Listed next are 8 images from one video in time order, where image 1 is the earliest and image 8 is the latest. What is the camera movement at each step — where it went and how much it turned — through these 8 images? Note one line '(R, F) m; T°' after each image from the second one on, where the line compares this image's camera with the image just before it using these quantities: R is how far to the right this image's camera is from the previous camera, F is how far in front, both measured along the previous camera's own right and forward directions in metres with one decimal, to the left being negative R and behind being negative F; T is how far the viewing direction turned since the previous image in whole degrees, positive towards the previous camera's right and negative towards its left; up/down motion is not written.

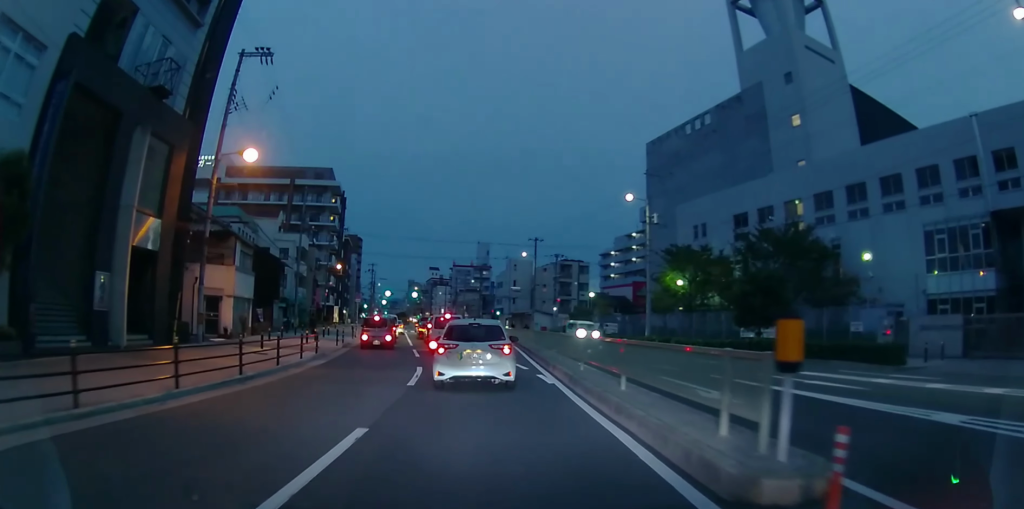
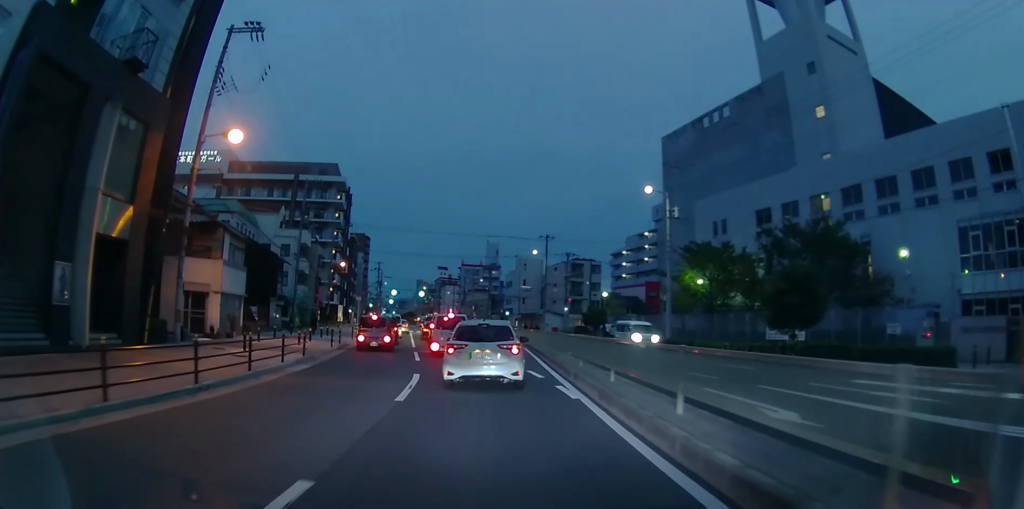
(0.0, +2.6) m; -1°
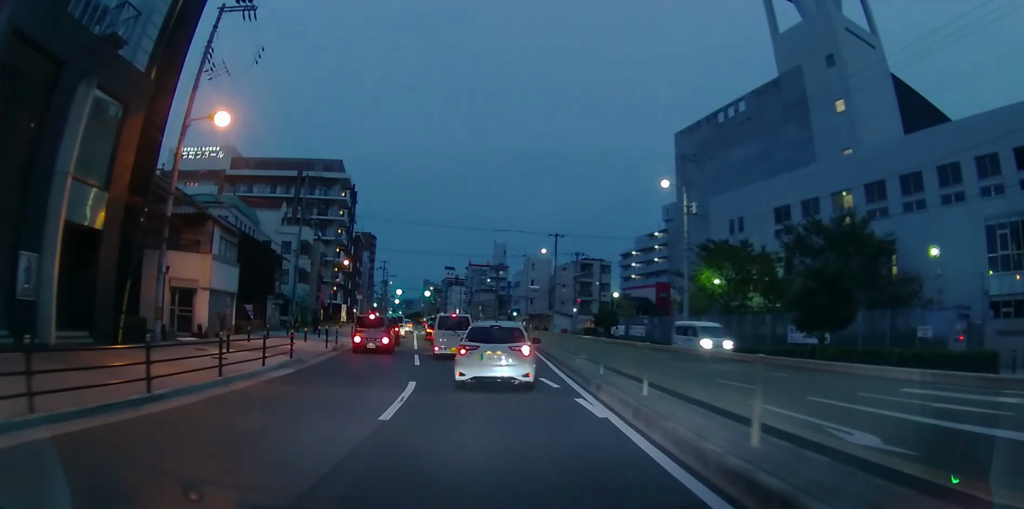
(0.0, +2.1) m; 0°
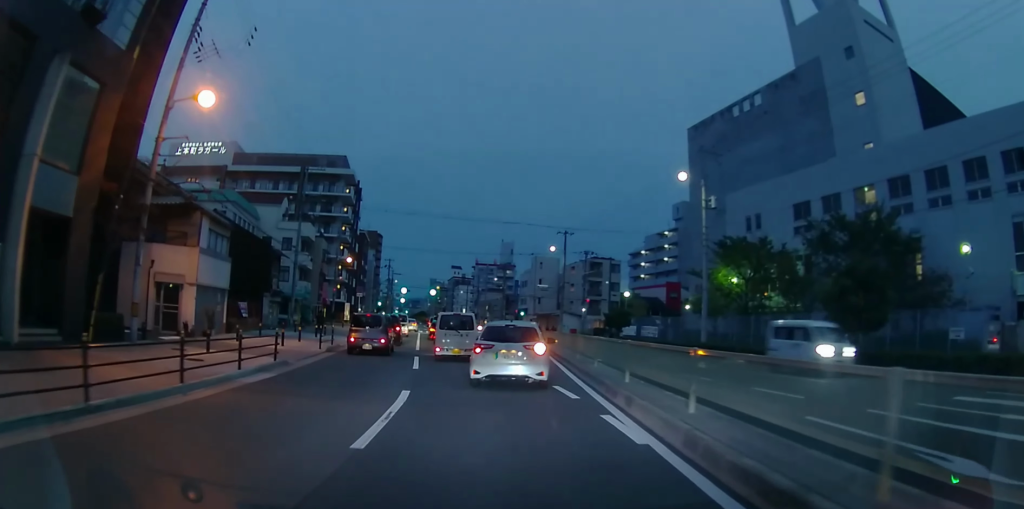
(0.0, +1.9) m; 0°
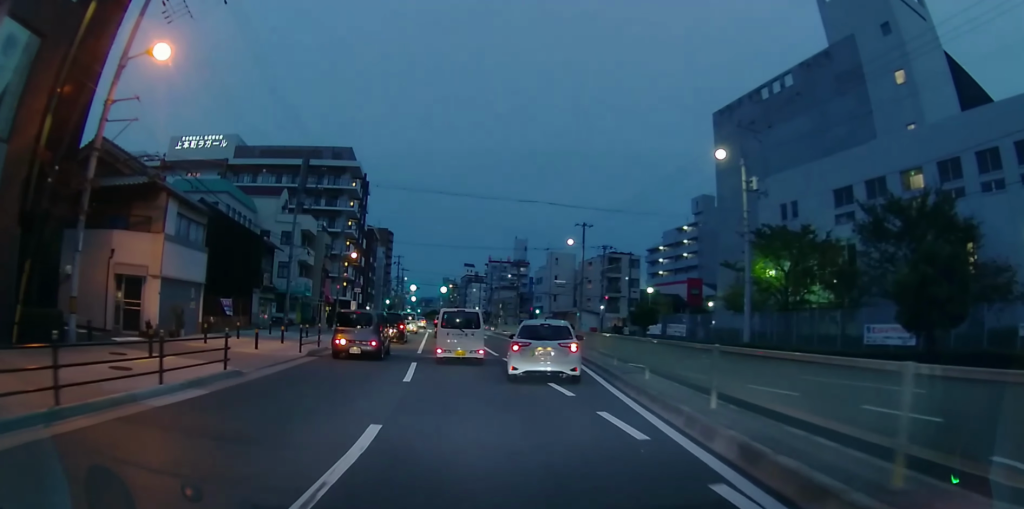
(0.0, +4.1) m; 0°
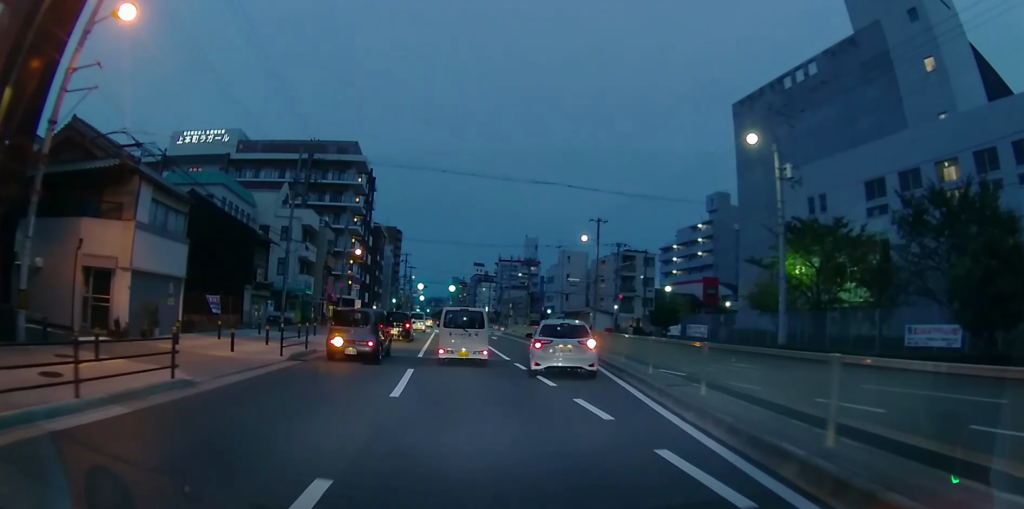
(0.0, +2.8) m; -1°
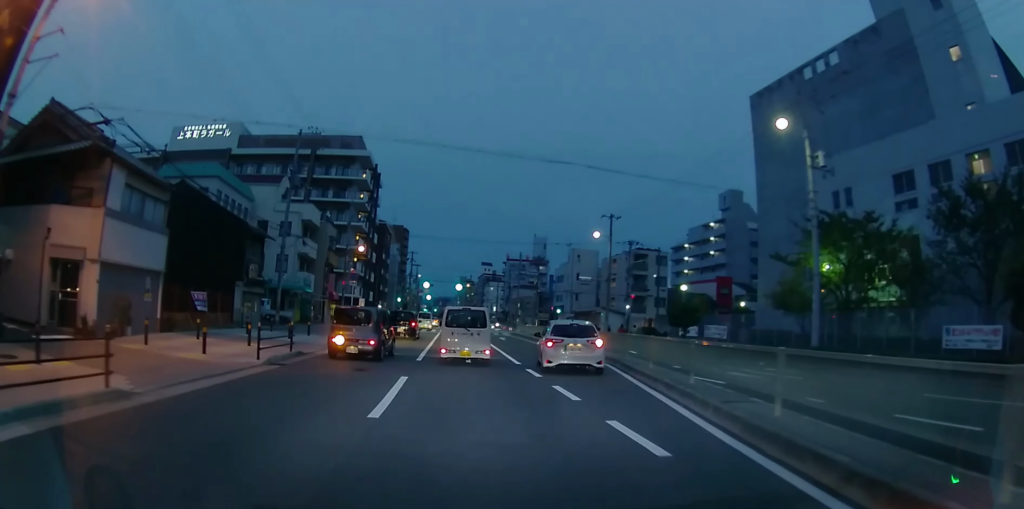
(0.0, +2.1) m; -1°
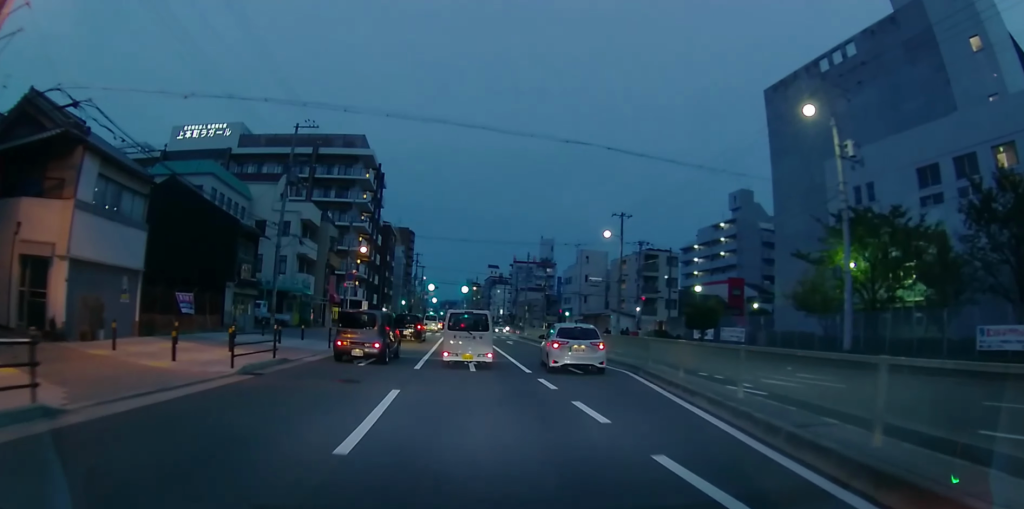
(-0.1, +1.7) m; -2°
